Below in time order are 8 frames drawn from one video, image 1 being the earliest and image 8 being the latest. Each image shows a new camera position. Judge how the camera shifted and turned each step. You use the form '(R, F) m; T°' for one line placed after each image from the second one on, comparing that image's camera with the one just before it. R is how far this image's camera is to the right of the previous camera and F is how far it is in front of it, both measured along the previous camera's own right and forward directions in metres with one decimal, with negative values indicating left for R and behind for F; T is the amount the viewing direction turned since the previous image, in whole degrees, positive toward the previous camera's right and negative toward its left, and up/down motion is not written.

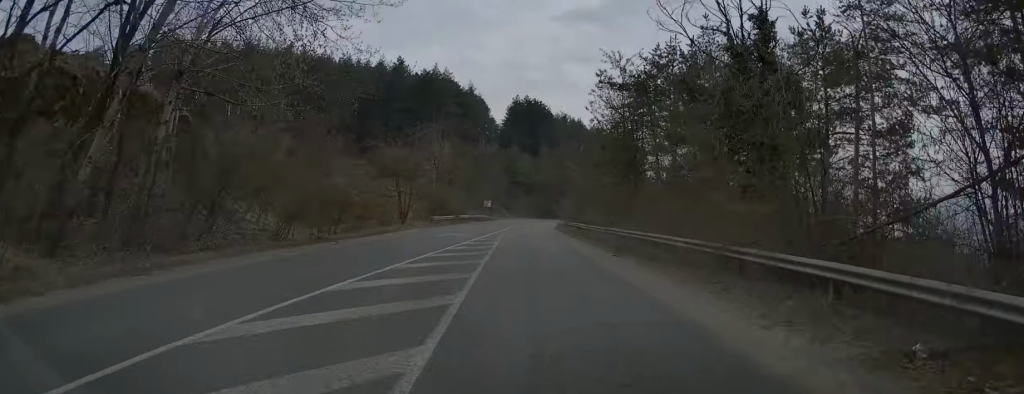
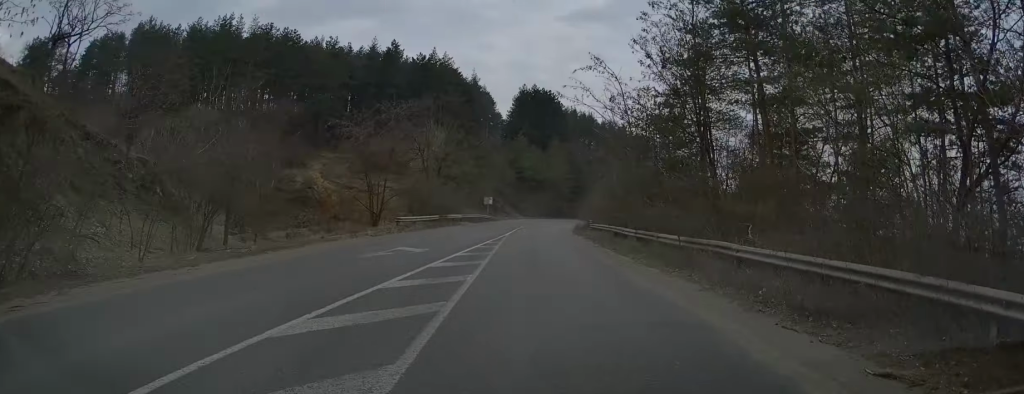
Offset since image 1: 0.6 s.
(-0.1, +14.5) m; 0°
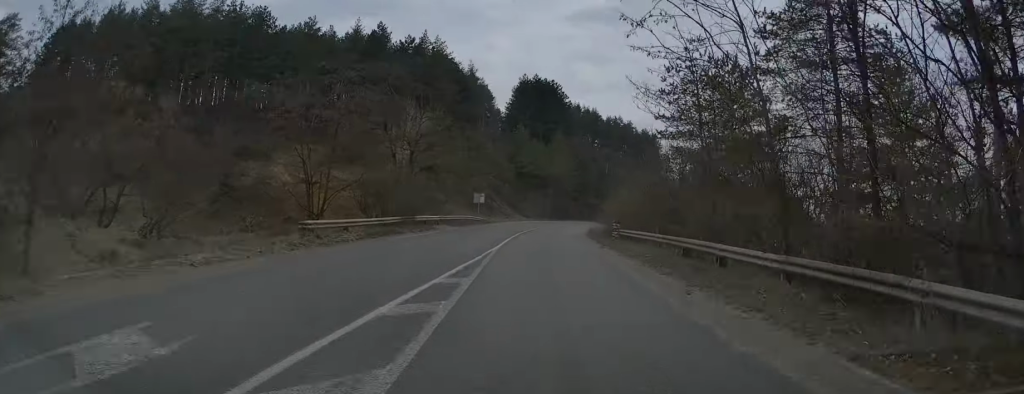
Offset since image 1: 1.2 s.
(-0.6, +13.8) m; +1°
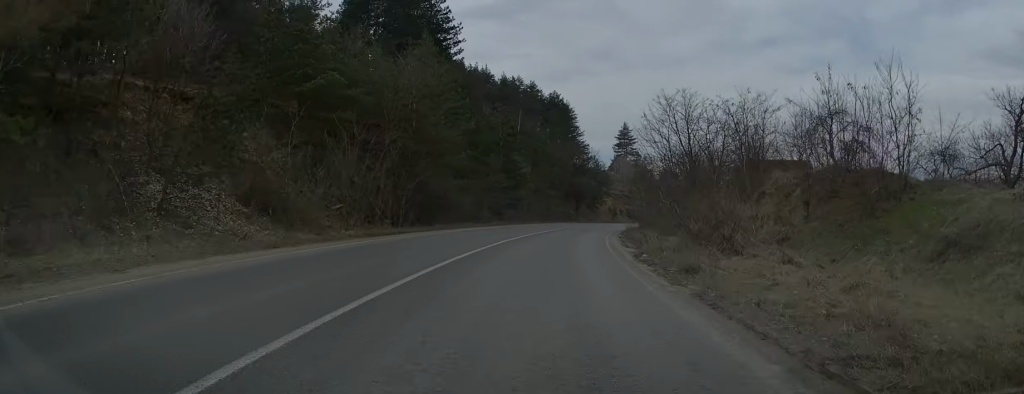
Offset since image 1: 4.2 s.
(+2.1, +67.2) m; +3°
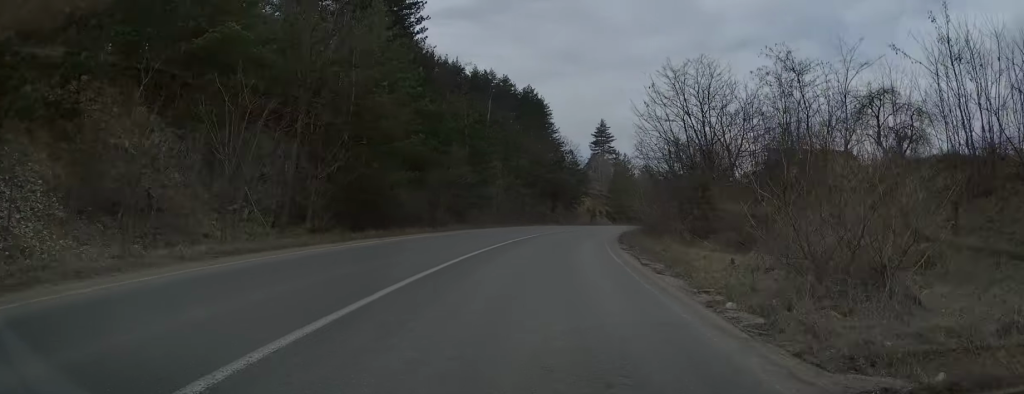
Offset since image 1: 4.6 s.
(+0.1, +9.8) m; +2°
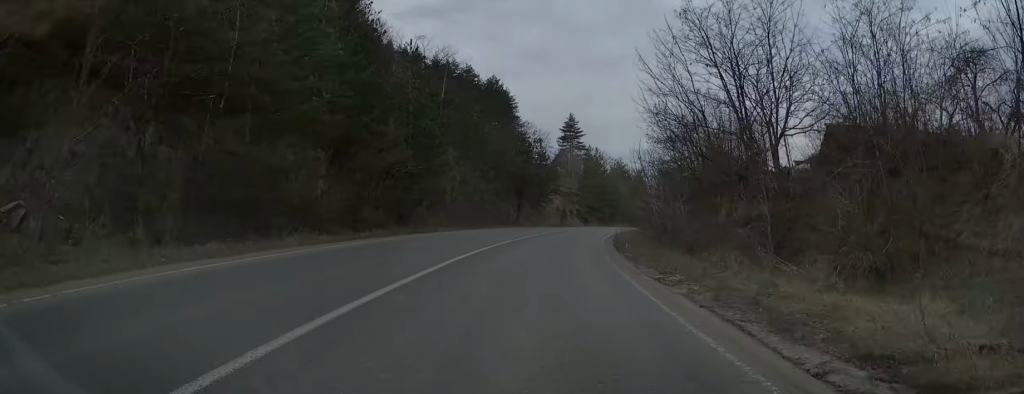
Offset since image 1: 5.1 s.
(+0.2, +11.2) m; +2°
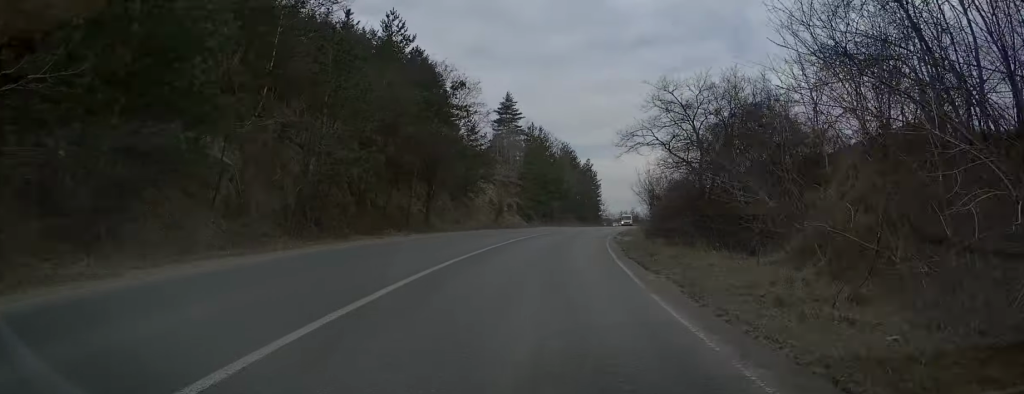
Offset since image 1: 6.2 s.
(+1.1, +25.3) m; +6°
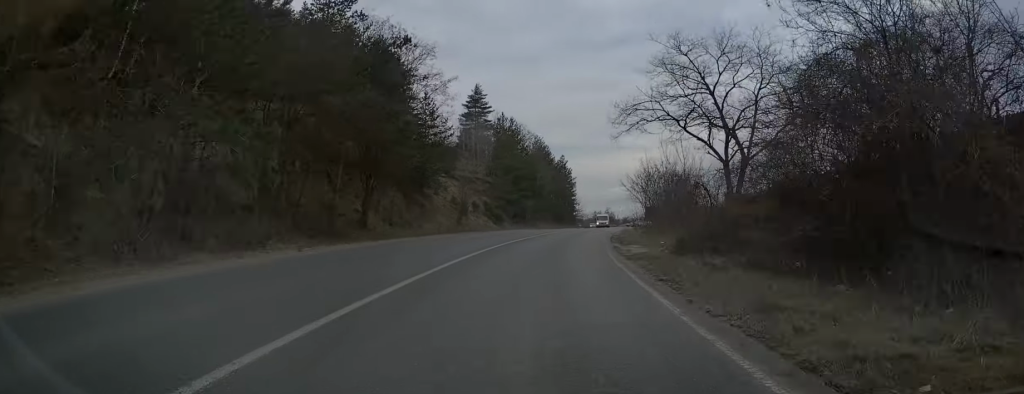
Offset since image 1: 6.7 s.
(+0.3, +9.7) m; +3°
